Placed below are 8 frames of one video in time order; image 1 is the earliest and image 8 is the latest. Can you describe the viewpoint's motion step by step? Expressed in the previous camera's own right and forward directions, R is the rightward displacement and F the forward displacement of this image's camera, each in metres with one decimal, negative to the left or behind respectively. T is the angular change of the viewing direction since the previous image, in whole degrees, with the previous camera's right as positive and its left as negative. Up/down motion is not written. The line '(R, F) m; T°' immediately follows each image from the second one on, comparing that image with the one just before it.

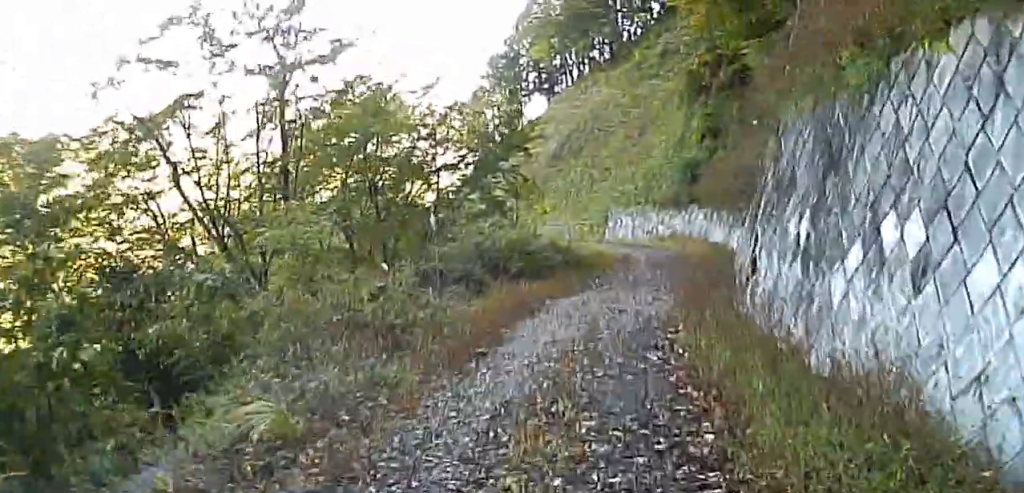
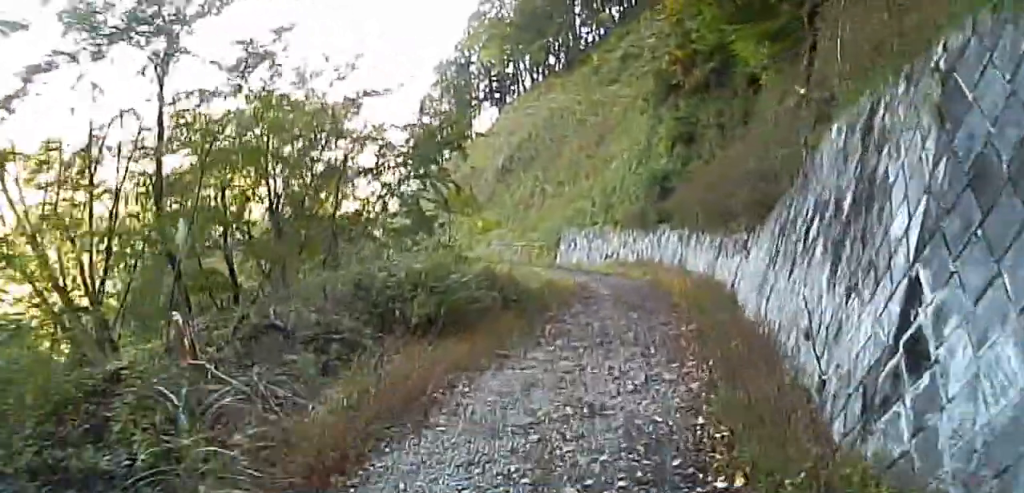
(+0.8, +4.7) m; +15°
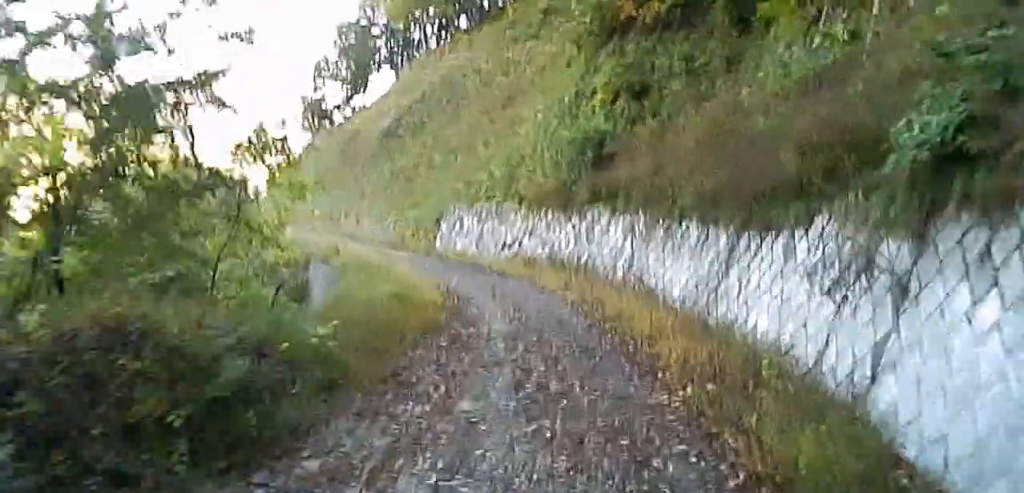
(+0.1, +10.0) m; 0°
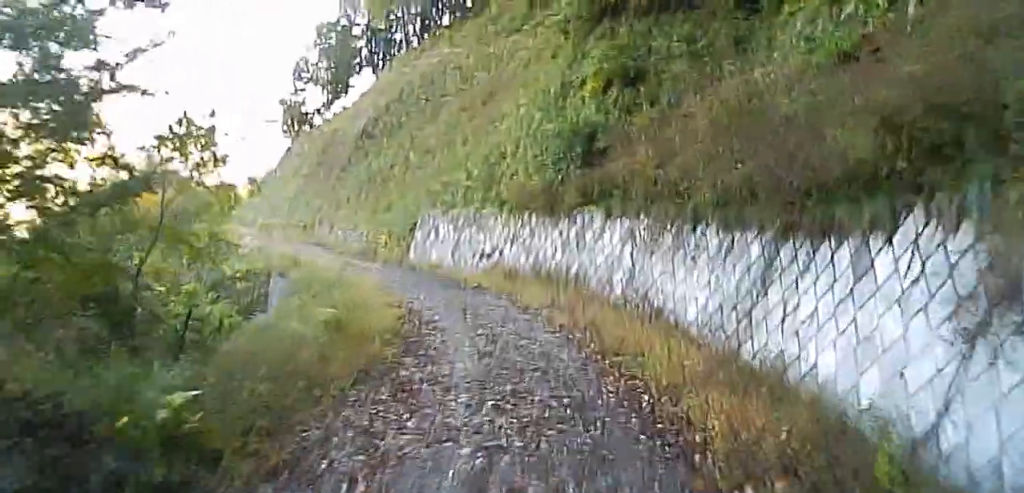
(-0.1, +2.5) m; -2°
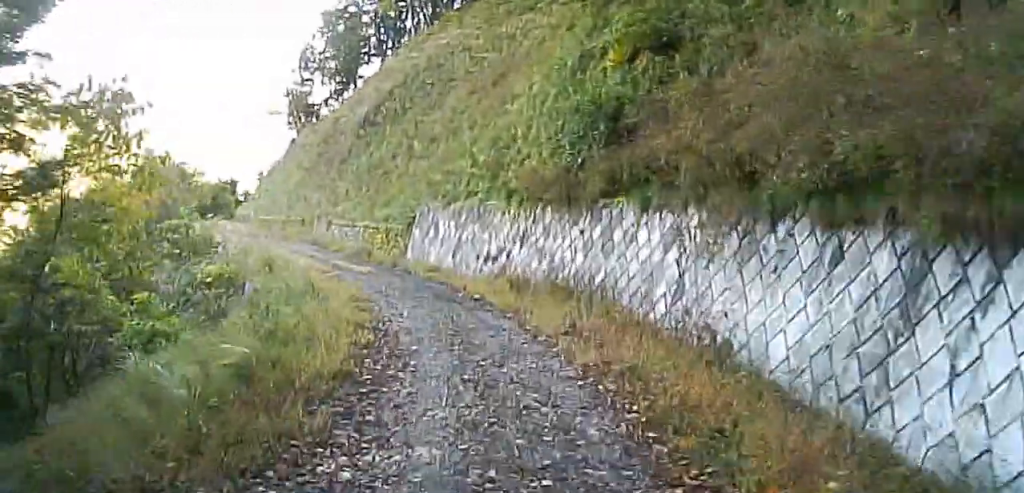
(0.0, +3.0) m; -1°
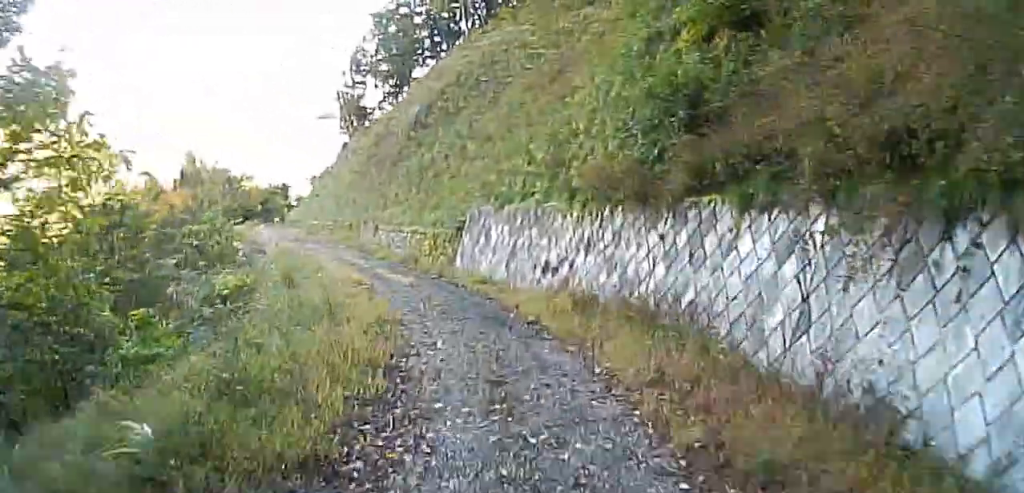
(0.0, +2.4) m; -1°
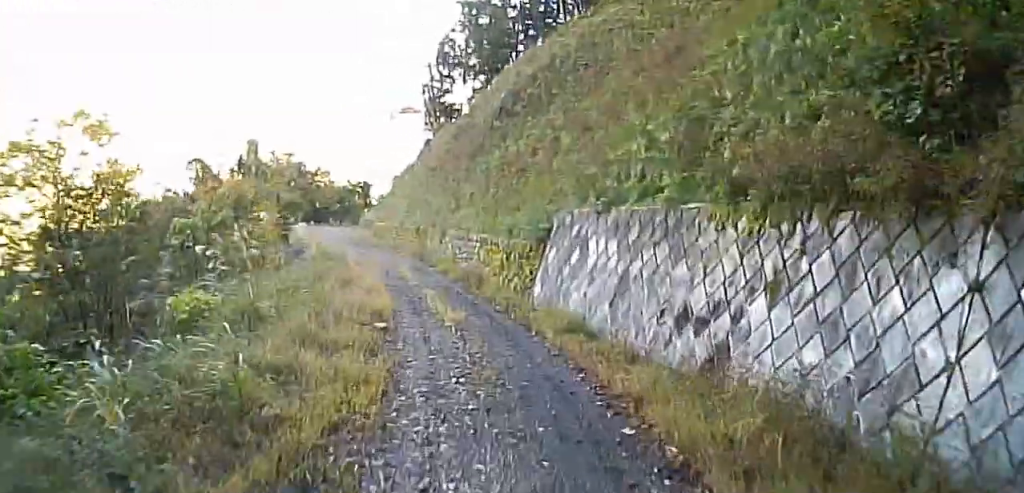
(-0.1, +5.7) m; -3°
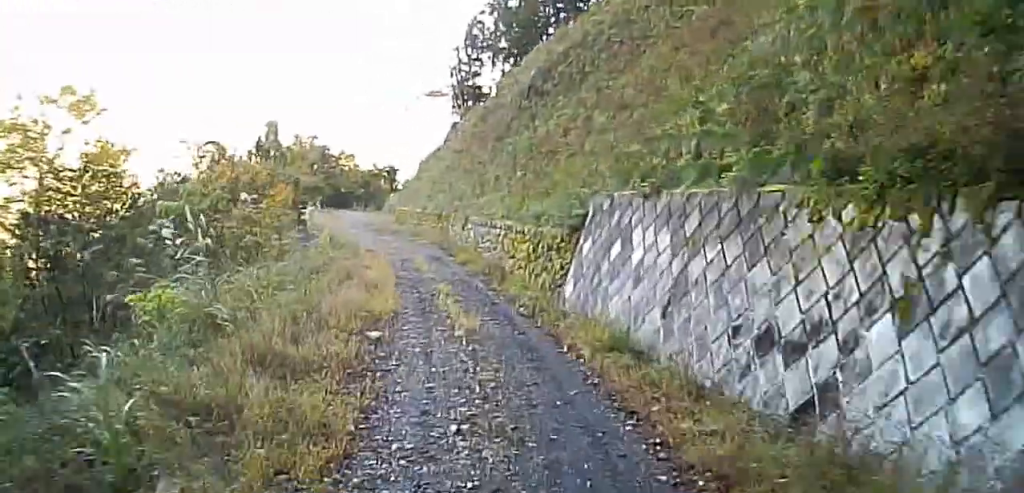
(0.0, +1.9) m; -2°
